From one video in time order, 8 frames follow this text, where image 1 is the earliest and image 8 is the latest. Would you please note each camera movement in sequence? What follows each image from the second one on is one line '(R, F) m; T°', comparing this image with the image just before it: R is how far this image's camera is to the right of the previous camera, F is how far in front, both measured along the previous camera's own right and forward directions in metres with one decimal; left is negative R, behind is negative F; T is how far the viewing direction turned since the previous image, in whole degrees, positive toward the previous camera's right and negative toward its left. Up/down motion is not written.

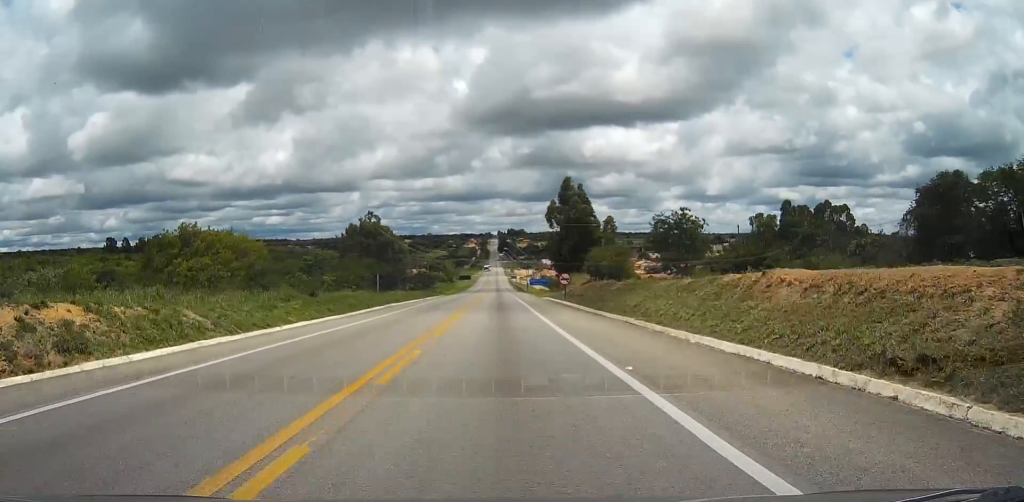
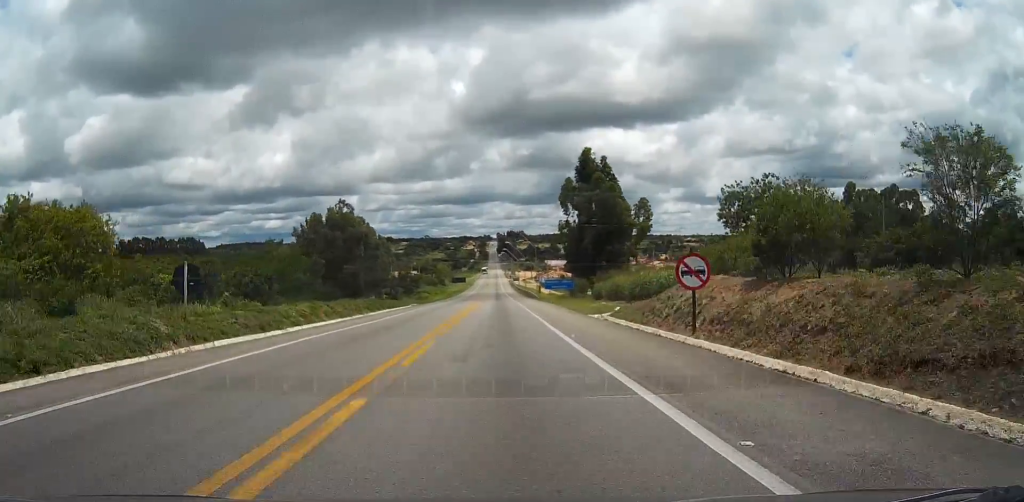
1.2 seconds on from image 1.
(0.0, +38.1) m; 0°
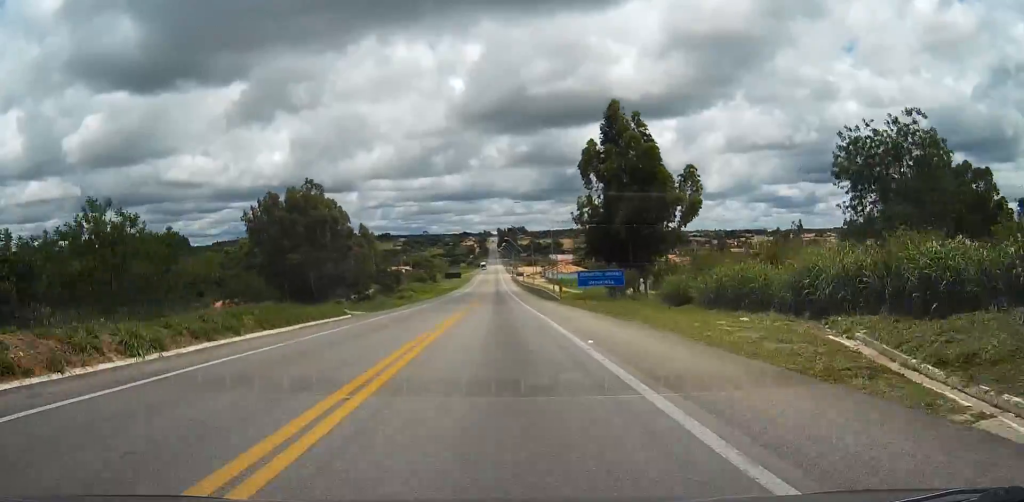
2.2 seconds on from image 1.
(0.0, +30.6) m; 0°
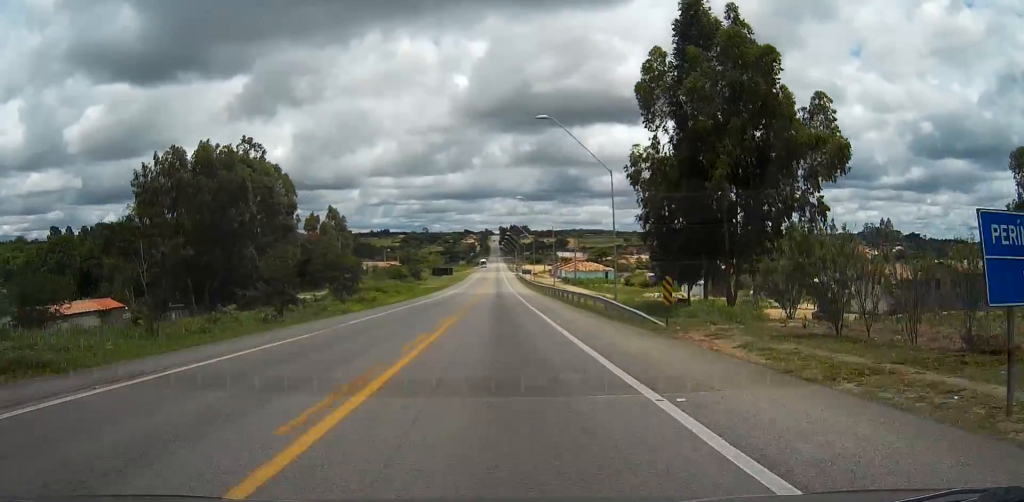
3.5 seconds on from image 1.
(0.0, +39.6) m; 0°
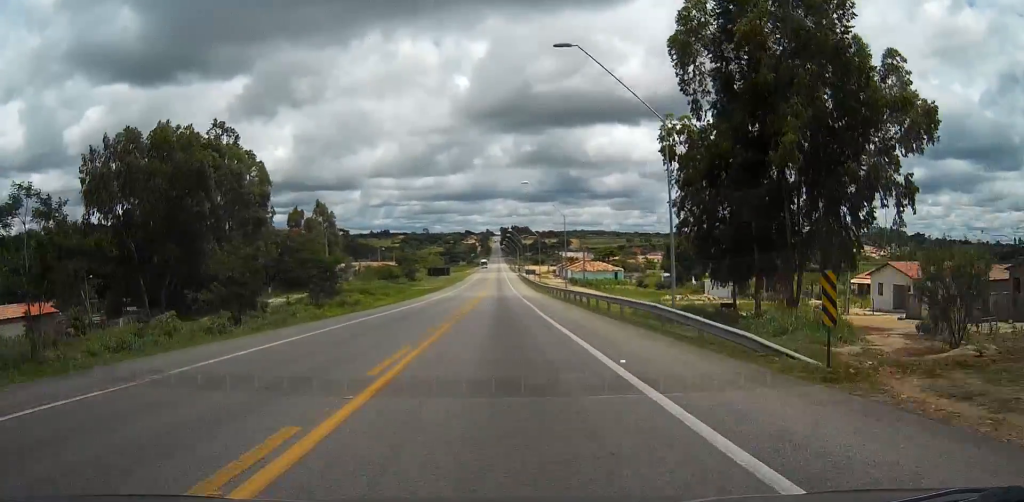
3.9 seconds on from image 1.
(+0.1, +12.1) m; 0°
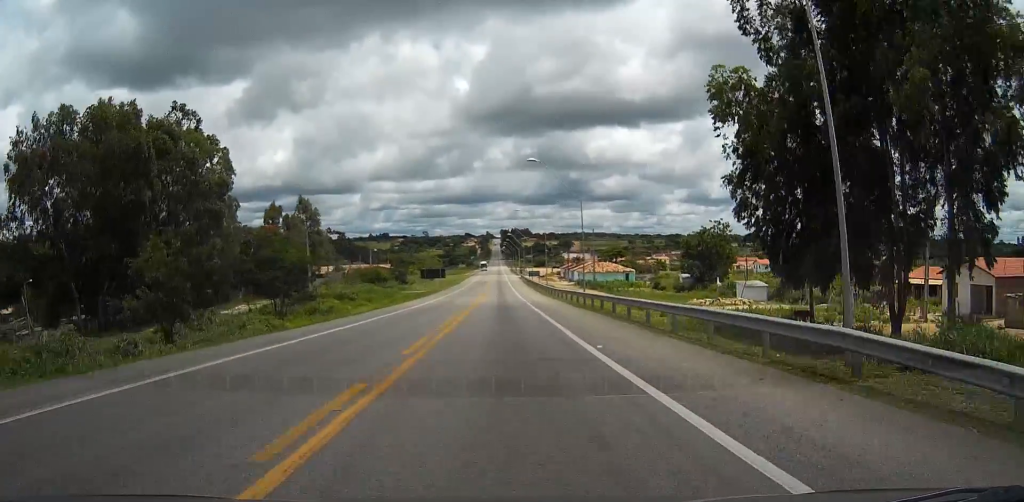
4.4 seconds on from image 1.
(+0.1, +13.1) m; 0°
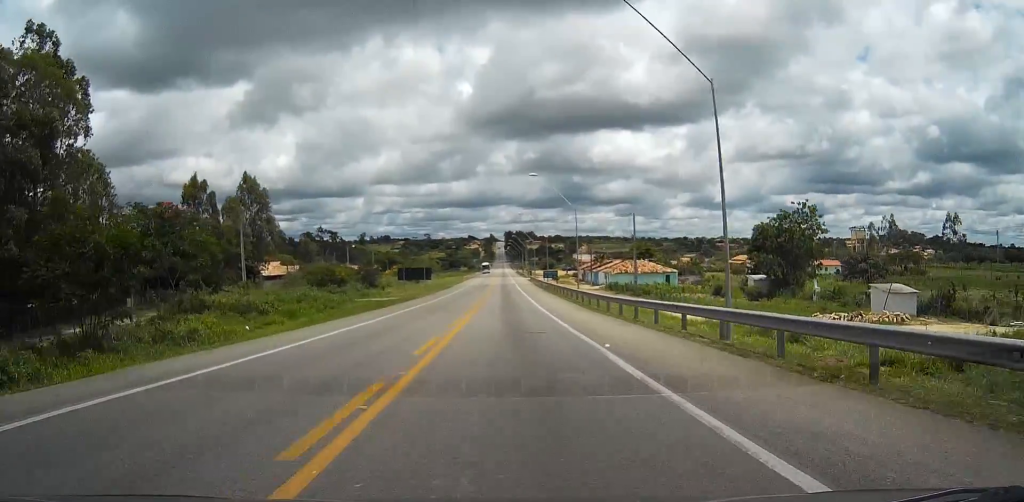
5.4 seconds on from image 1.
(-0.2, +32.2) m; 0°
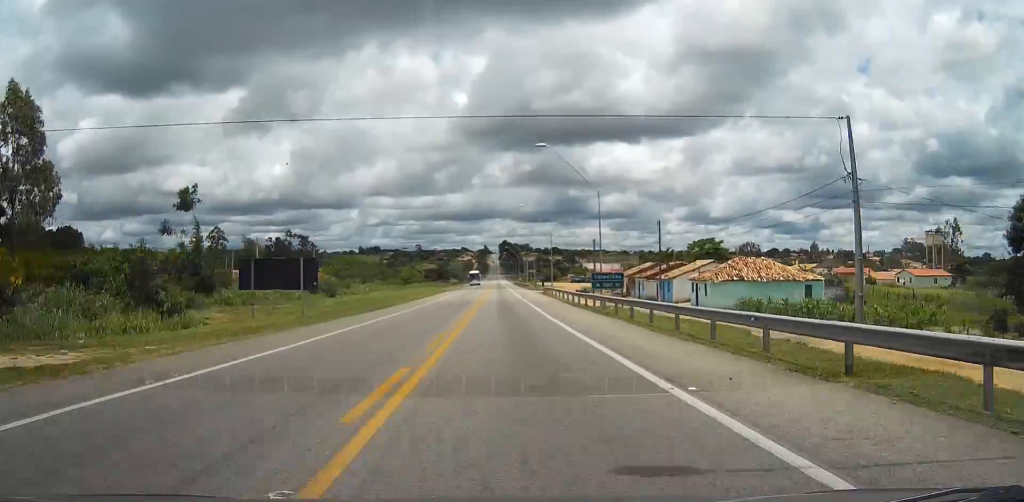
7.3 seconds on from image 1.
(+0.2, +55.6) m; +1°
